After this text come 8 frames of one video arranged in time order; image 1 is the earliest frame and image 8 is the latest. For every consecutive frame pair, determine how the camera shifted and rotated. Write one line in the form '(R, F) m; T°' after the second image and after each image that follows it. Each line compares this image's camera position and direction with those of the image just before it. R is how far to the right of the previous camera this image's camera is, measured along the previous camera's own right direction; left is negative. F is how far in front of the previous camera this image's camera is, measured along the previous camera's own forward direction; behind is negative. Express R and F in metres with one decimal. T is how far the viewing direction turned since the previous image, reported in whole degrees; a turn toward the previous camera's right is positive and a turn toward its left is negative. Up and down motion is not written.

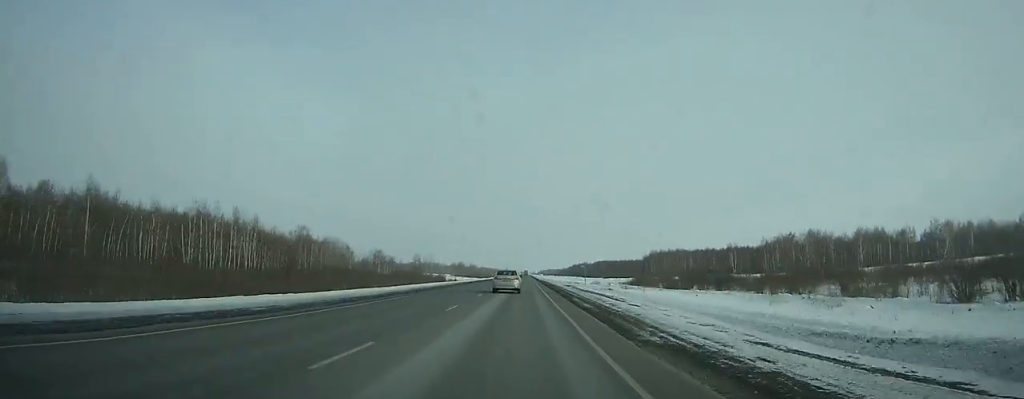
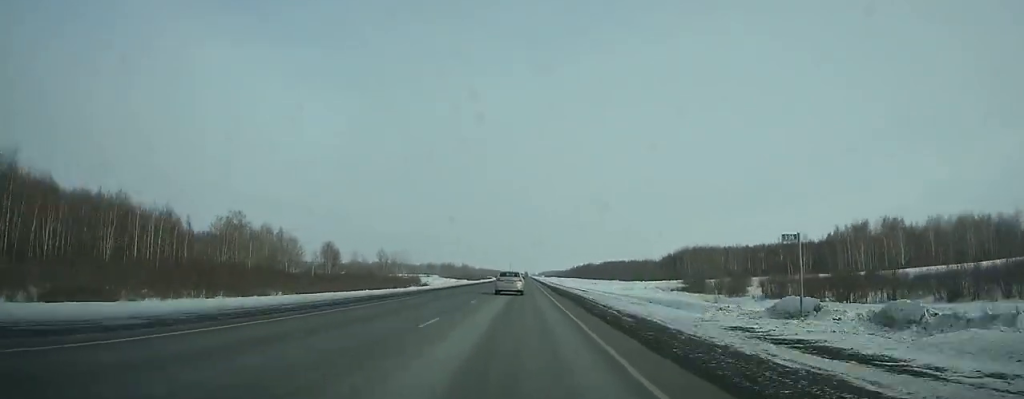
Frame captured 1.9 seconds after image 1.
(0.0, +54.0) m; 0°
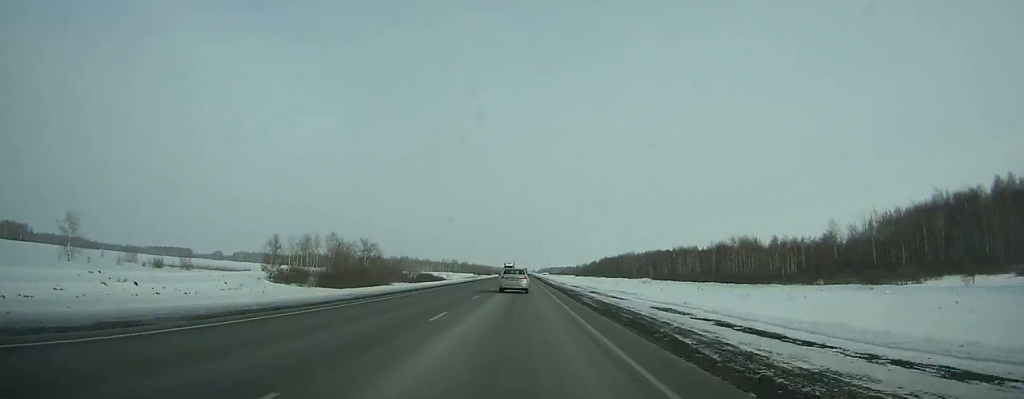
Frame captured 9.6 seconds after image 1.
(+0.2, +214.7) m; 0°
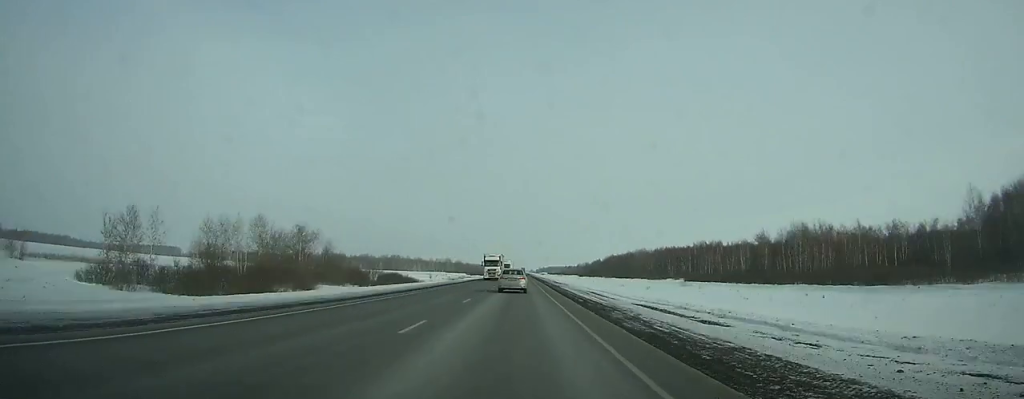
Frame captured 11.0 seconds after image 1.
(0.0, +38.5) m; 0°
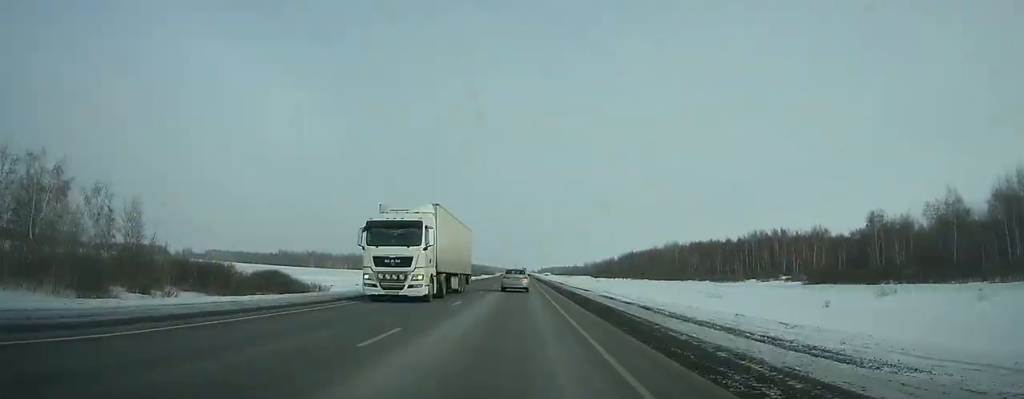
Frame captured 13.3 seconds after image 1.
(0.0, +63.3) m; 0°
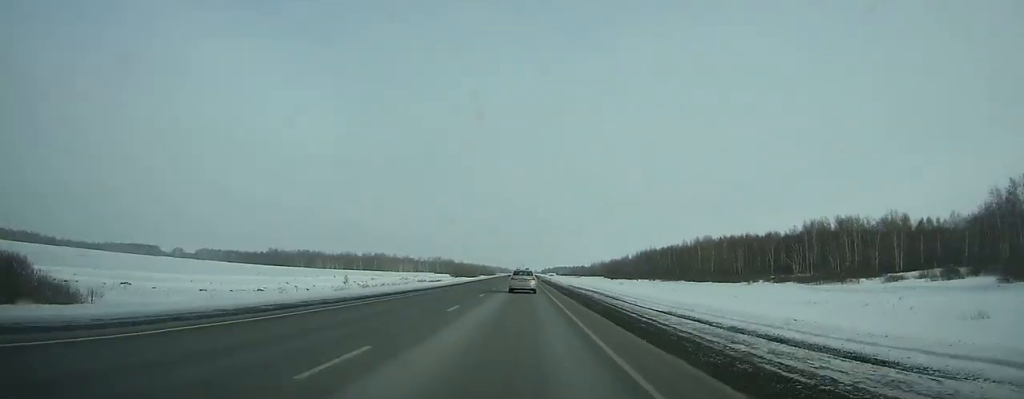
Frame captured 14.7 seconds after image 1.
(0.0, +38.5) m; 0°
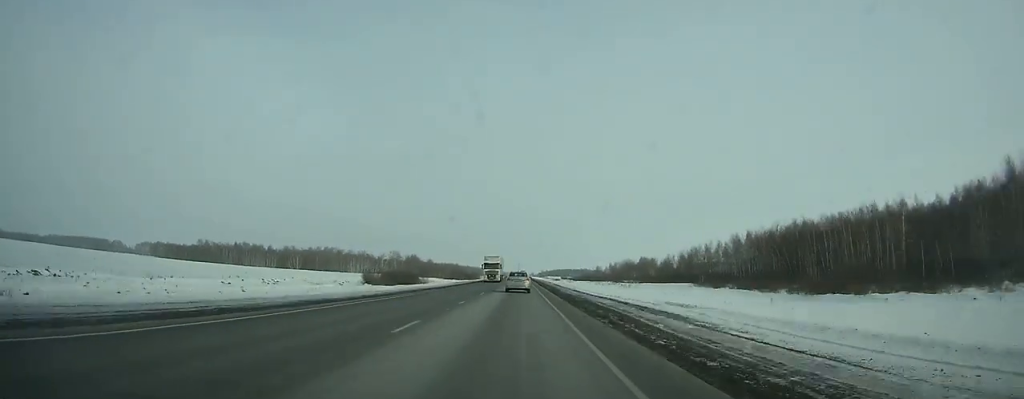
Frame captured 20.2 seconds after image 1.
(-0.3, +151.8) m; 0°
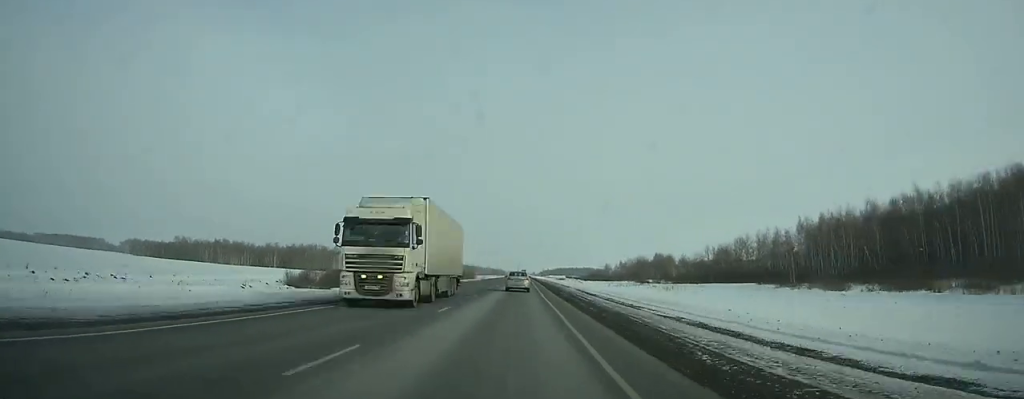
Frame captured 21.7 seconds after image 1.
(0.0, +41.6) m; 0°
